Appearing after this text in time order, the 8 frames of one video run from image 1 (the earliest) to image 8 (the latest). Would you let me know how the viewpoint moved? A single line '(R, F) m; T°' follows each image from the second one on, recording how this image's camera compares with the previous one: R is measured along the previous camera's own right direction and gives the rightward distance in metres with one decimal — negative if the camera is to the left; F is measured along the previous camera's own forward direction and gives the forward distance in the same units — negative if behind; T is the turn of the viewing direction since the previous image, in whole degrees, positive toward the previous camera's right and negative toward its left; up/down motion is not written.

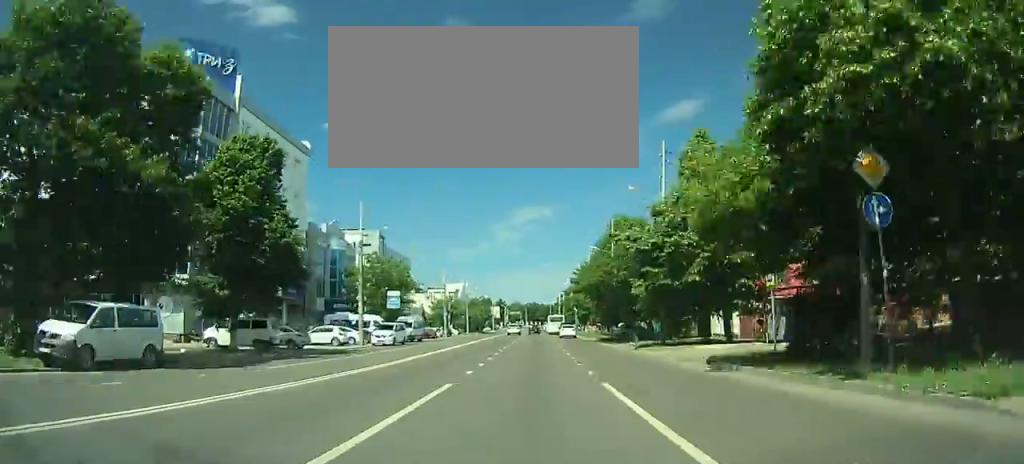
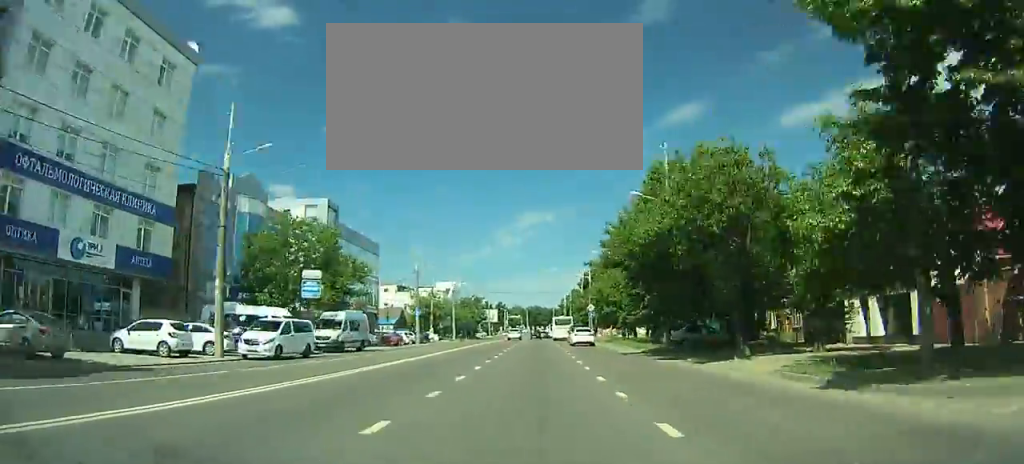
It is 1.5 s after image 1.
(+0.2, +21.5) m; 0°
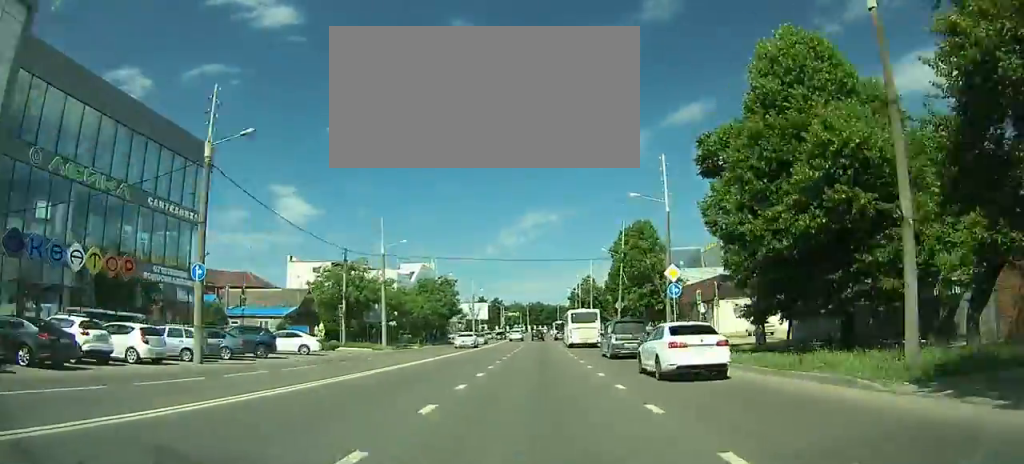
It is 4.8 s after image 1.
(-0.3, +45.8) m; -1°
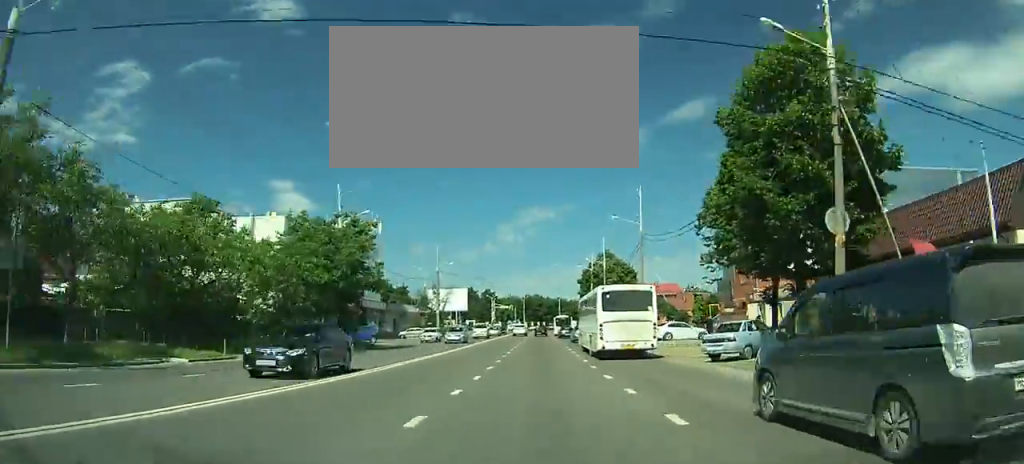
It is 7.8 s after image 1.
(-0.1, +39.9) m; 0°
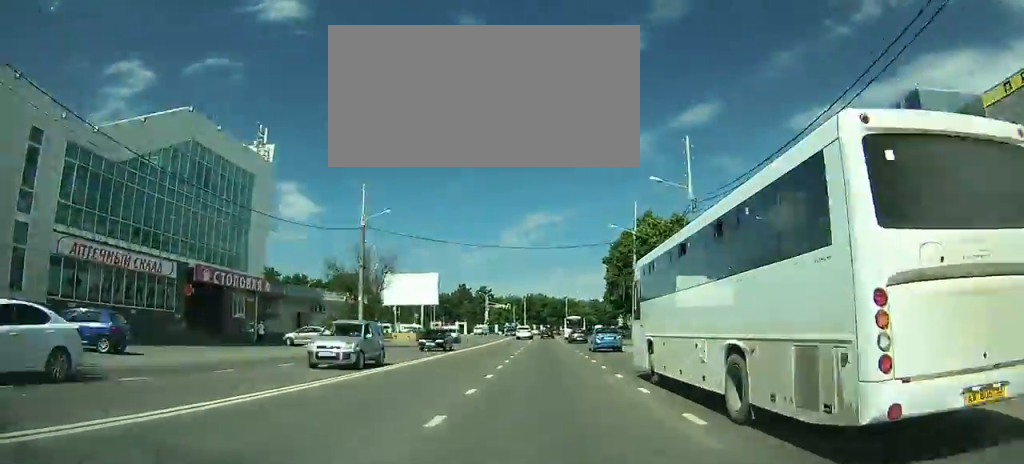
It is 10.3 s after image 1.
(+0.1, +32.6) m; 0°
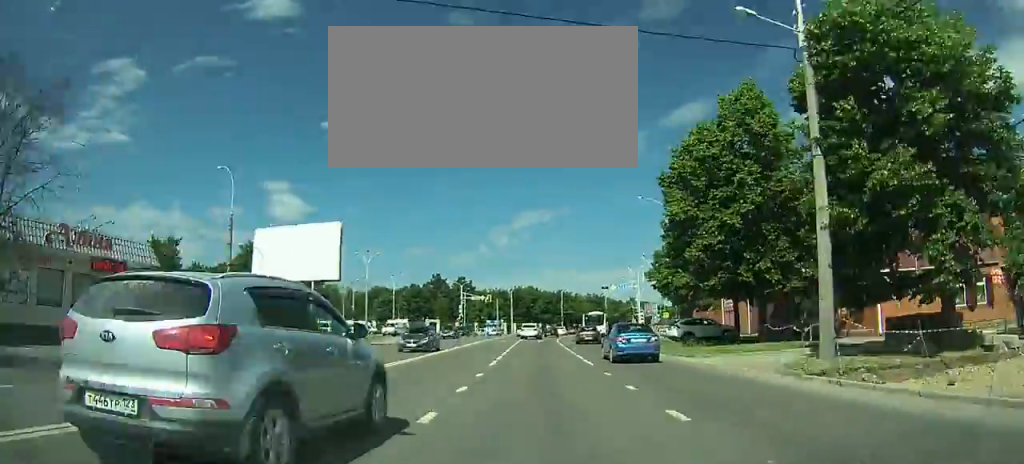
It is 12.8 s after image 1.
(+0.2, +34.2) m; +1°
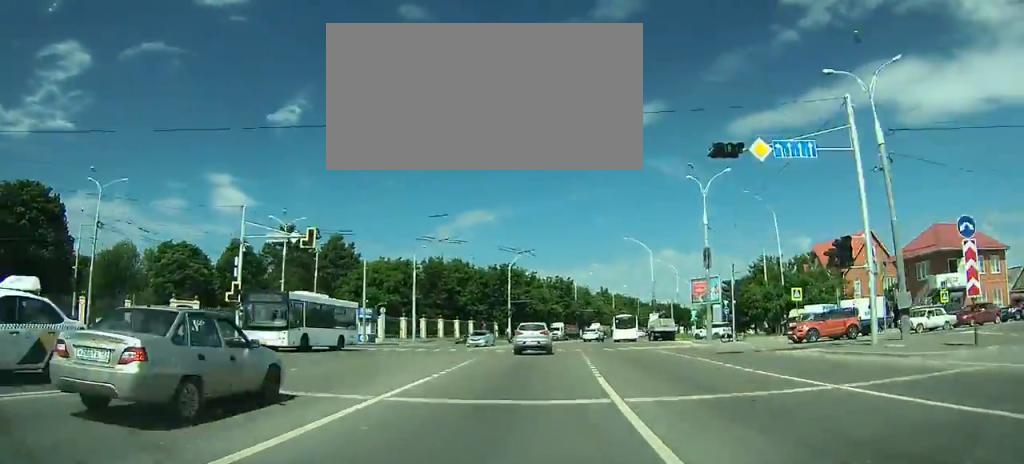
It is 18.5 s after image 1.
(+2.4, +81.1) m; +6°
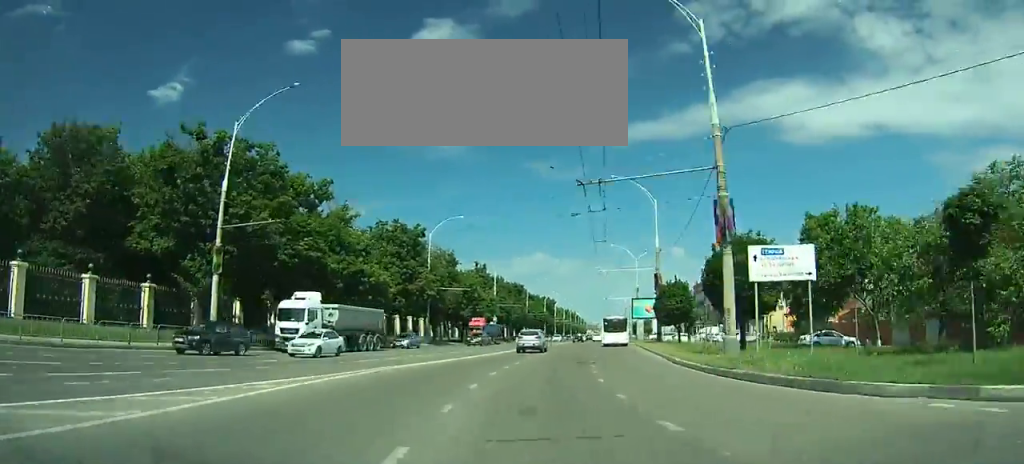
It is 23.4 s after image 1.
(+7.0, +68.2) m; +12°
